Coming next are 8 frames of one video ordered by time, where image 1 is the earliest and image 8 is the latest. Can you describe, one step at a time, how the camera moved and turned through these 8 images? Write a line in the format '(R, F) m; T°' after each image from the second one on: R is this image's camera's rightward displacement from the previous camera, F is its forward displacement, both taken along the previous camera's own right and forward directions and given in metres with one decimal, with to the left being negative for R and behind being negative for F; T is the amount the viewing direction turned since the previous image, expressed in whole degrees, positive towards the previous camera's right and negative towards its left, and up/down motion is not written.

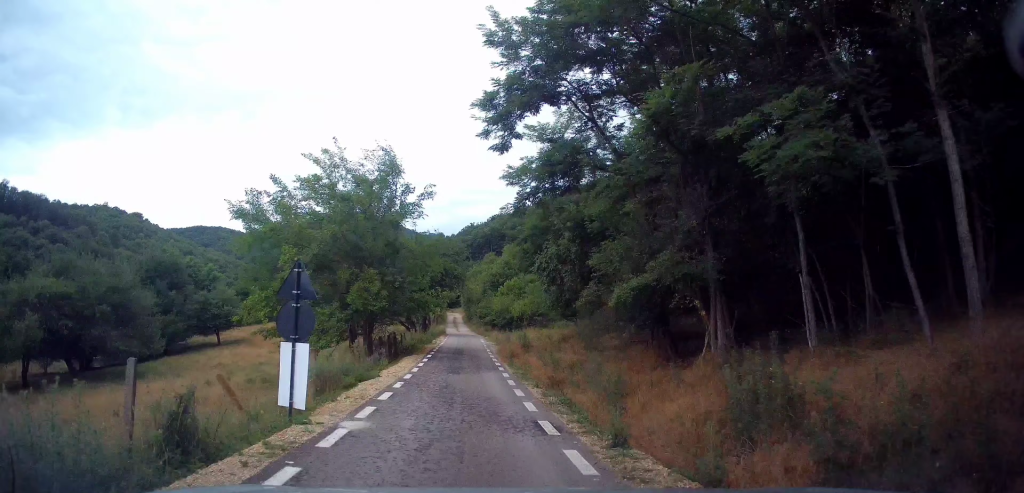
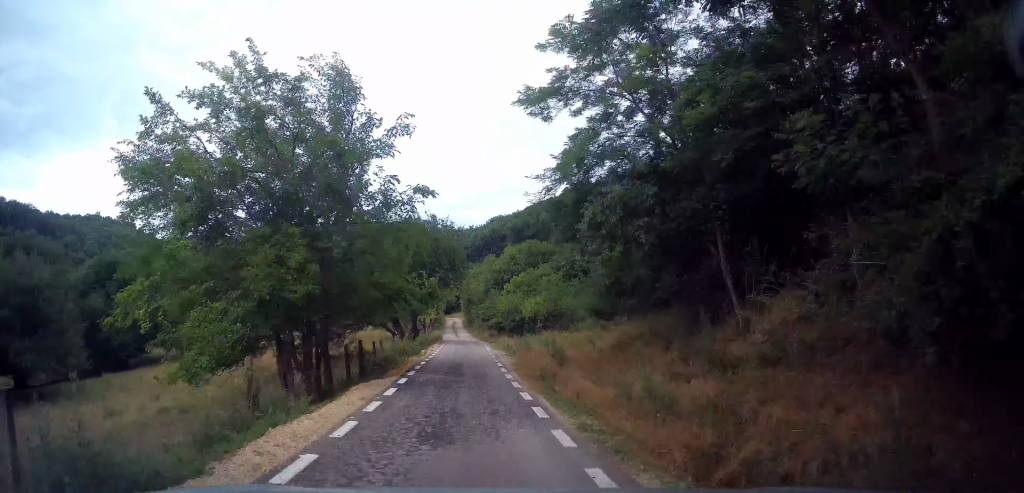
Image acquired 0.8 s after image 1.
(+0.1, +9.0) m; +2°
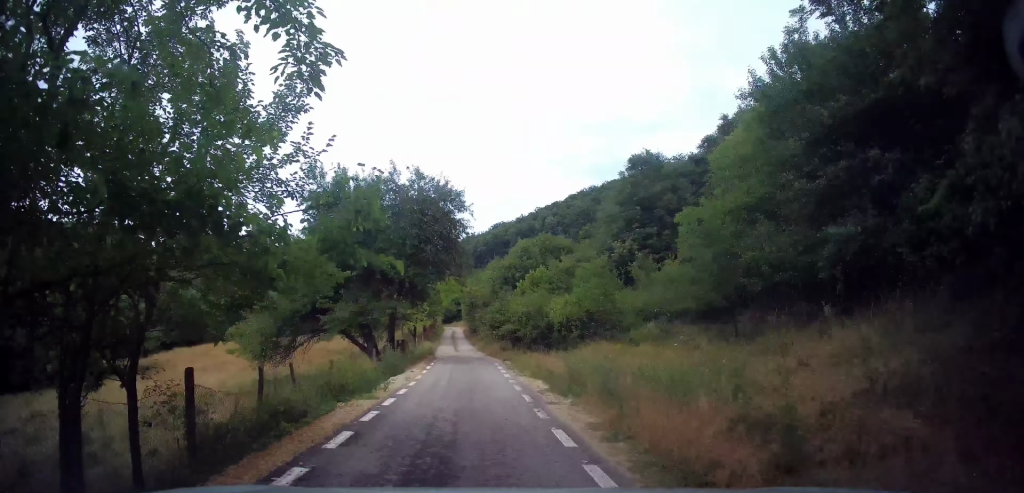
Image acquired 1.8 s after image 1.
(+0.3, +11.9) m; 0°
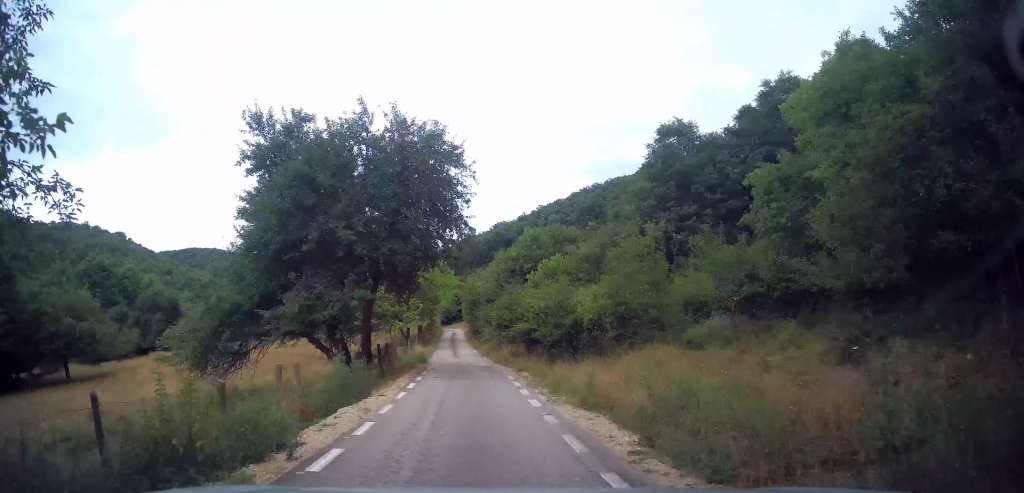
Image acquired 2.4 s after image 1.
(-0.2, +6.3) m; -1°
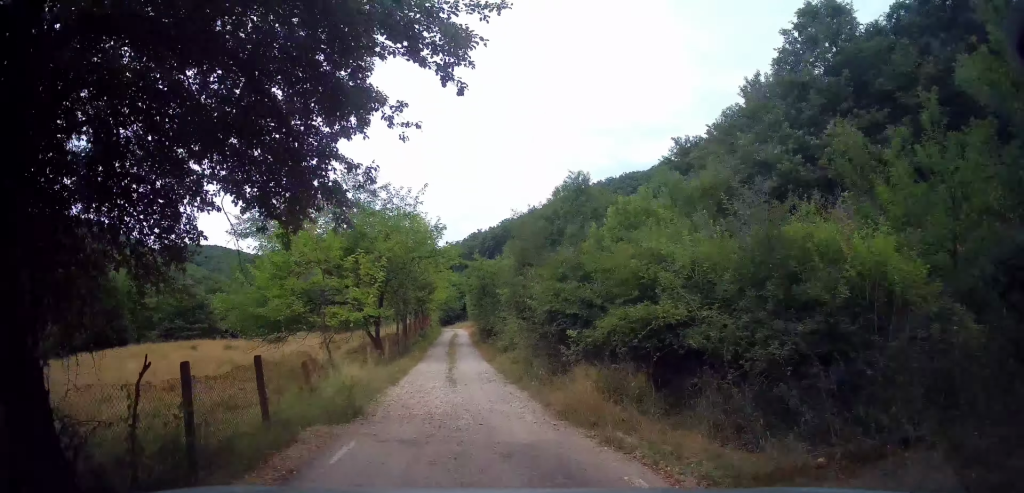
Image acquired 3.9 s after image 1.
(+0.1, +15.4) m; 0°
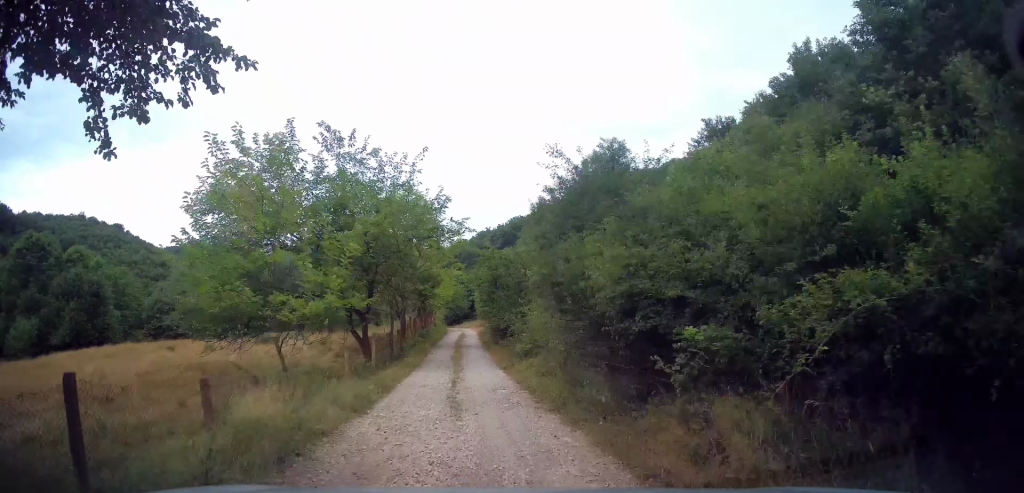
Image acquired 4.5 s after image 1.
(0.0, +5.8) m; -2°
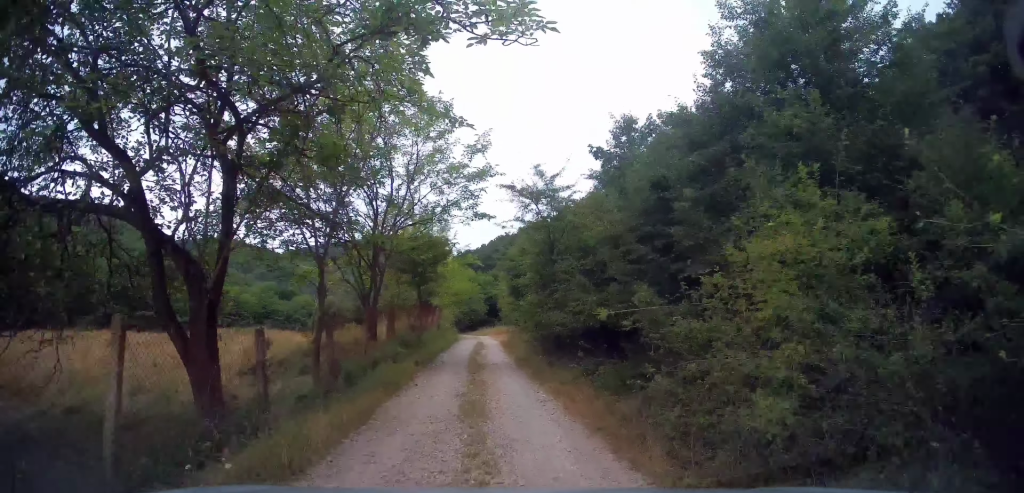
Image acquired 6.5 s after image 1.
(0.0, +15.4) m; +2°
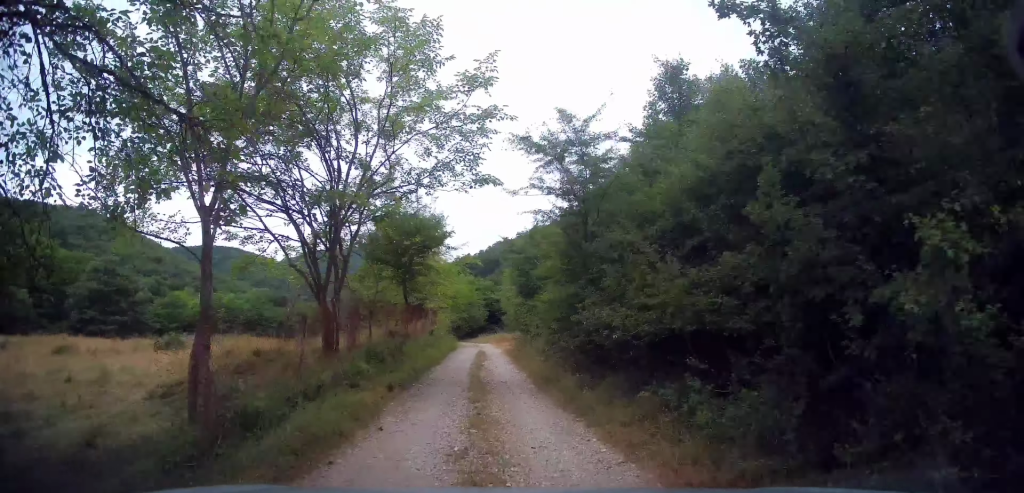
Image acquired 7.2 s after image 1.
(-0.1, +4.5) m; -3°
